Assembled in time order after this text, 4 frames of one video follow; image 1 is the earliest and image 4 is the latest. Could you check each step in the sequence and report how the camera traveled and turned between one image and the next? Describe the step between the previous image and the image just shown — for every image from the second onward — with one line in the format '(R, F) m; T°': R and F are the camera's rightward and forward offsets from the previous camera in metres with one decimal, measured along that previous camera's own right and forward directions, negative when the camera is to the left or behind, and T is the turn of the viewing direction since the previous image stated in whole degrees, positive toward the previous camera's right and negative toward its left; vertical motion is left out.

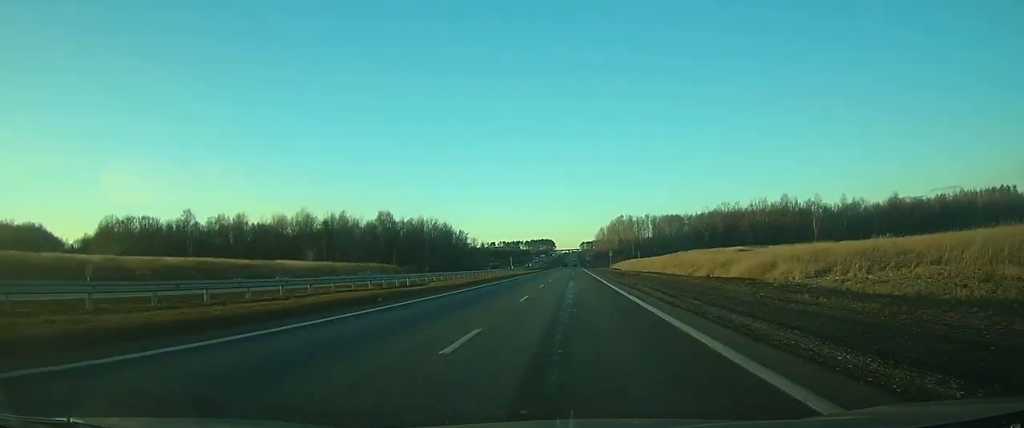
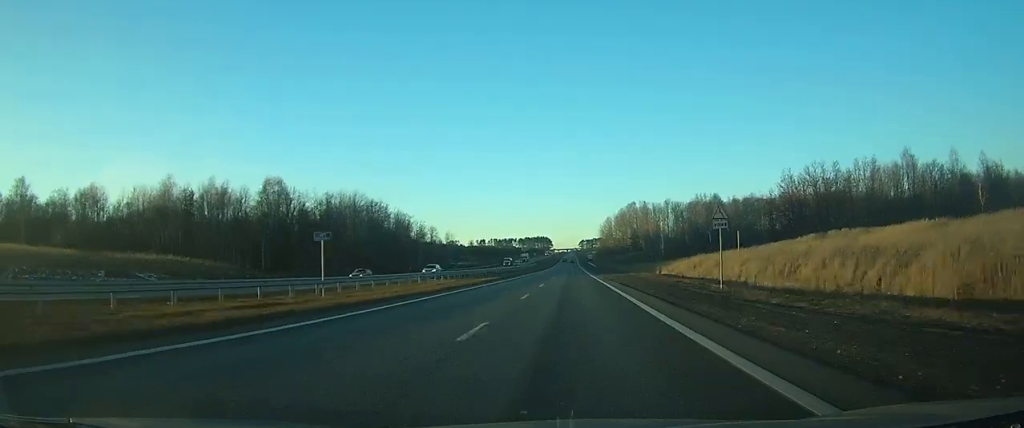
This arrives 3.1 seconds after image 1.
(+0.2, +82.2) m; 0°
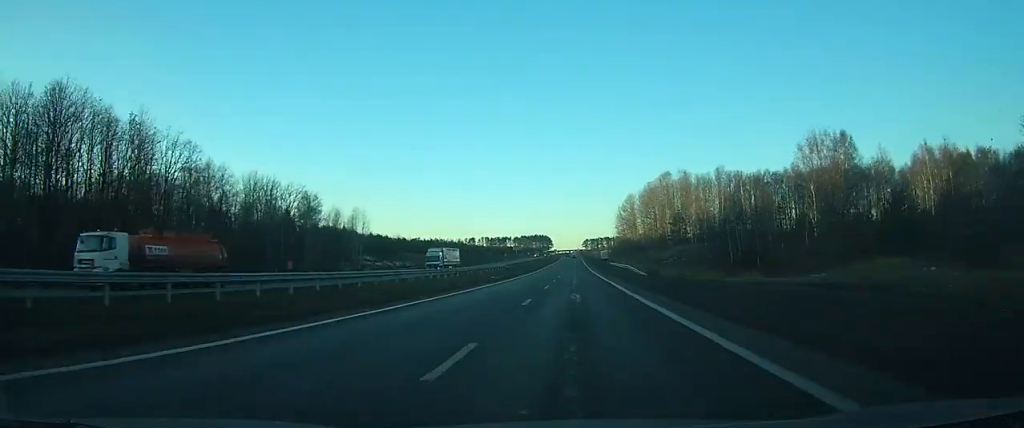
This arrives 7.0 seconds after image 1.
(-0.2, +96.8) m; 0°
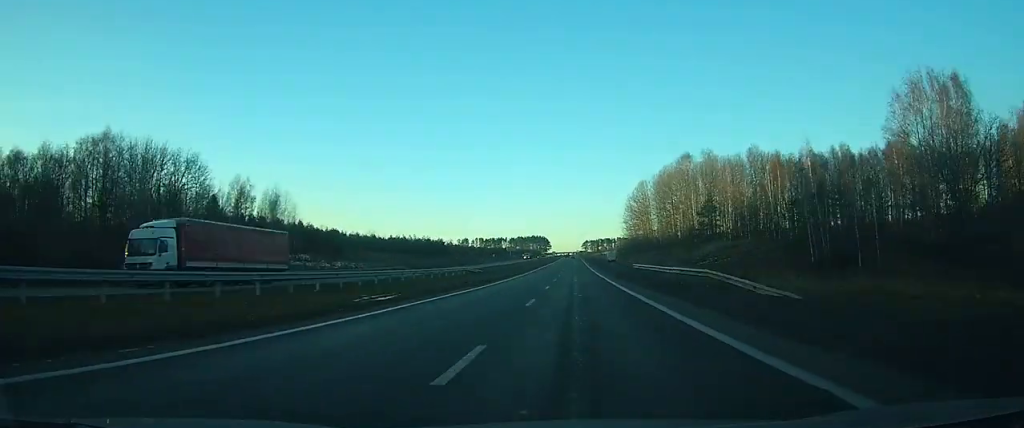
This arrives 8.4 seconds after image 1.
(0.0, +33.7) m; 0°
